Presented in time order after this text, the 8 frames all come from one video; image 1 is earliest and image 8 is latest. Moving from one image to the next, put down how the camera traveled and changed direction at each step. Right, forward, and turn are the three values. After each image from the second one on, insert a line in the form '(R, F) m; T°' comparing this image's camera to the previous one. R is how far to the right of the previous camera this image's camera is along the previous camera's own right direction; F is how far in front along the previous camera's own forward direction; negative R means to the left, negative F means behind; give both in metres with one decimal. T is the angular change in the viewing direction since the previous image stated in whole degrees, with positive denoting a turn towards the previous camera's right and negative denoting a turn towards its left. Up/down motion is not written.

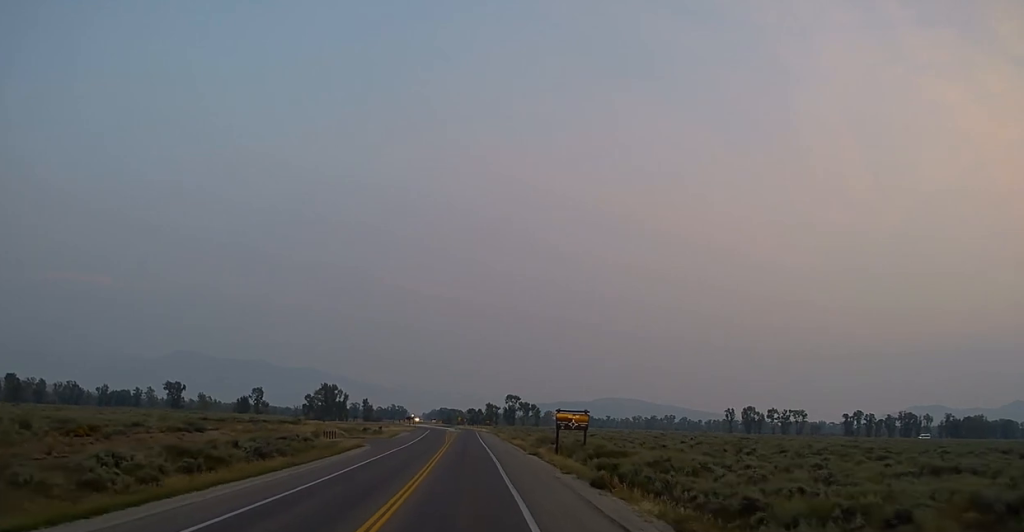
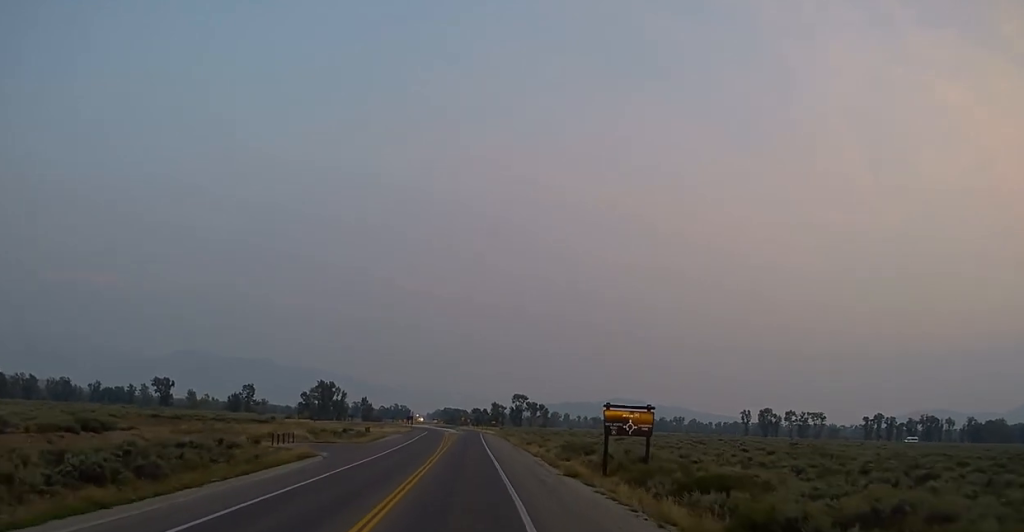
(-0.3, +17.6) m; 0°
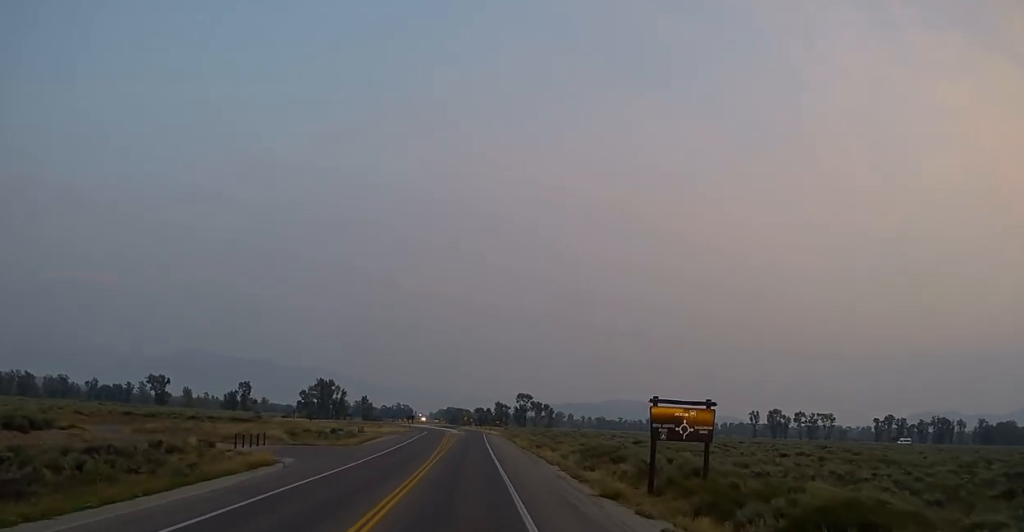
(+0.2, +8.3) m; 0°
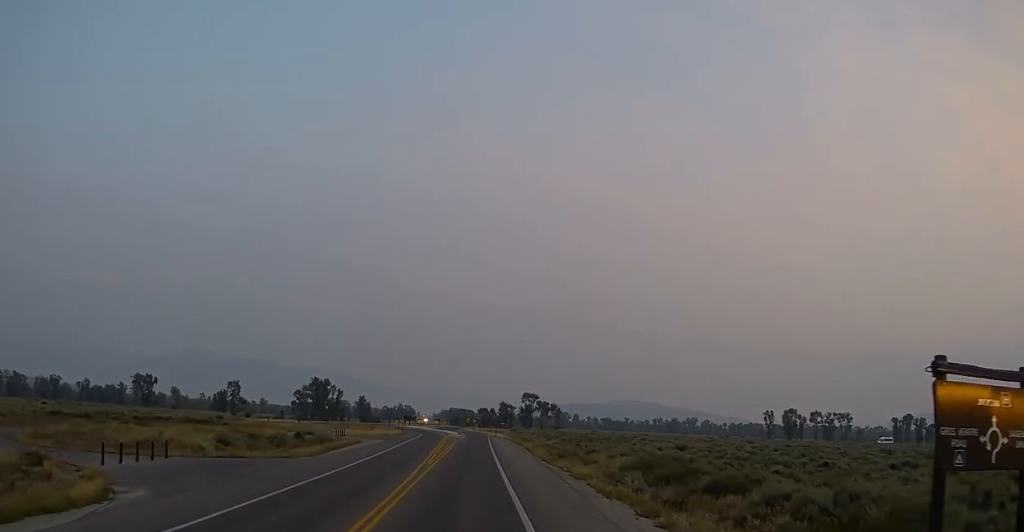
(-0.5, +16.1) m; 0°
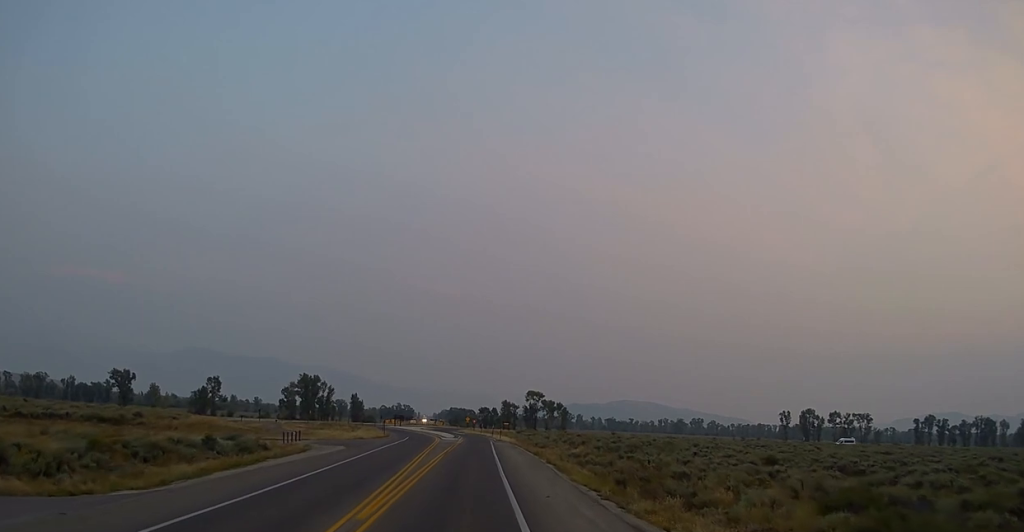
(+0.8, +20.6) m; +1°
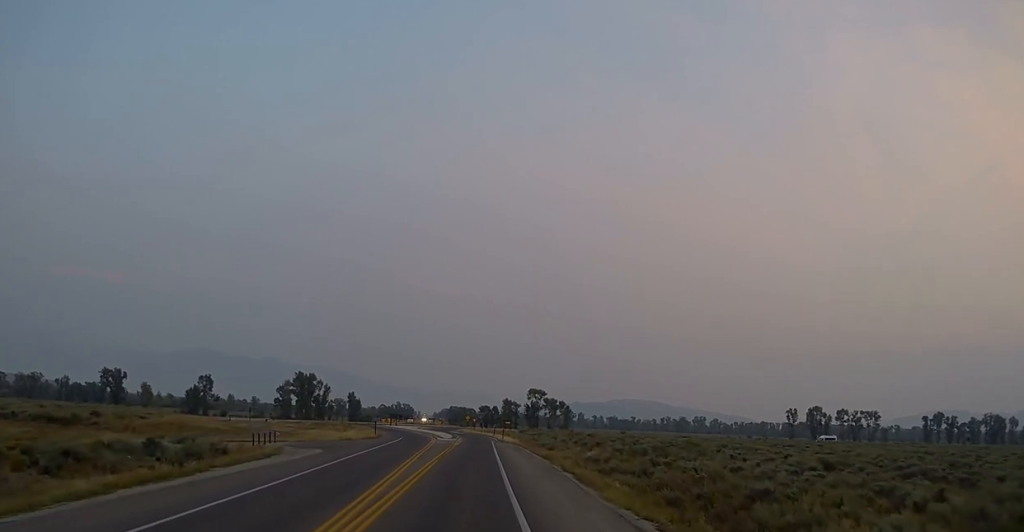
(-0.3, +7.3) m; 0°
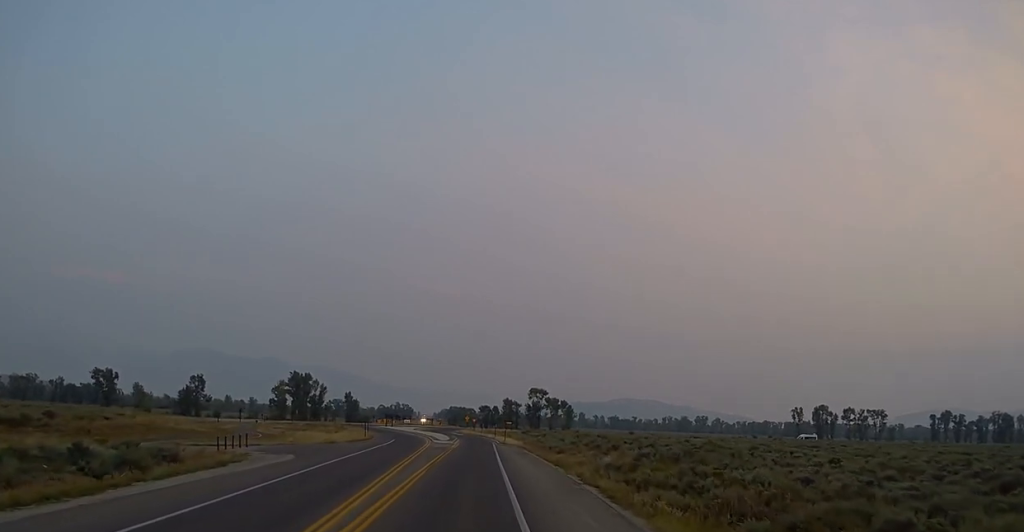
(0.0, +6.5) m; 0°
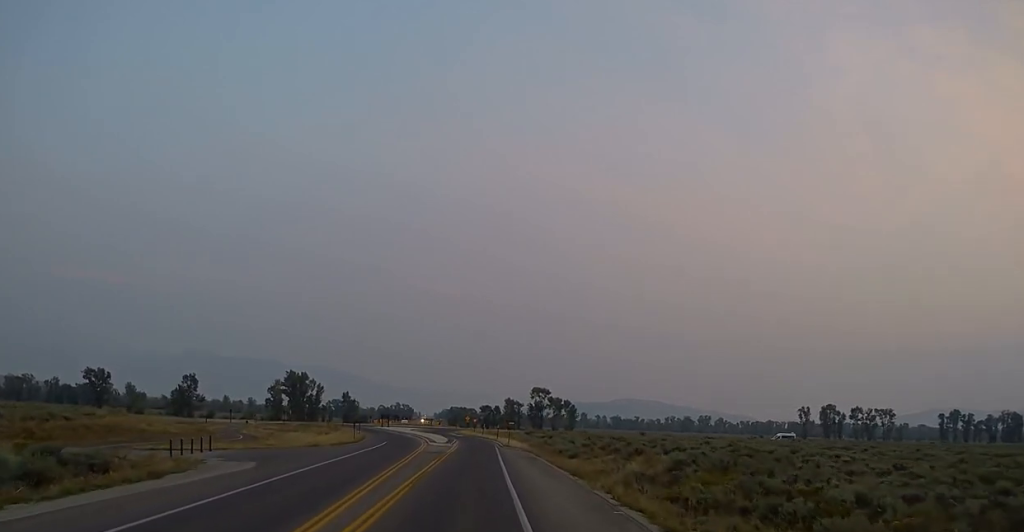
(+0.4, +6.8) m; 0°
